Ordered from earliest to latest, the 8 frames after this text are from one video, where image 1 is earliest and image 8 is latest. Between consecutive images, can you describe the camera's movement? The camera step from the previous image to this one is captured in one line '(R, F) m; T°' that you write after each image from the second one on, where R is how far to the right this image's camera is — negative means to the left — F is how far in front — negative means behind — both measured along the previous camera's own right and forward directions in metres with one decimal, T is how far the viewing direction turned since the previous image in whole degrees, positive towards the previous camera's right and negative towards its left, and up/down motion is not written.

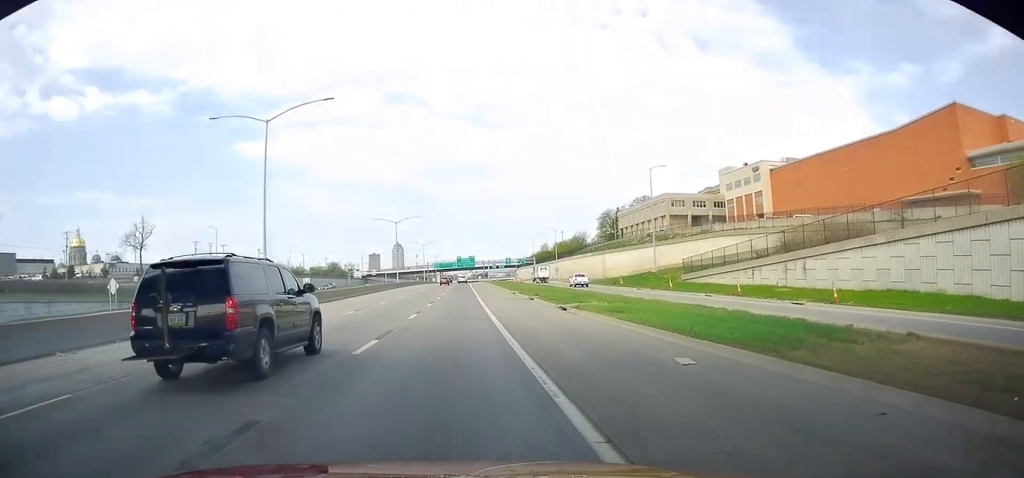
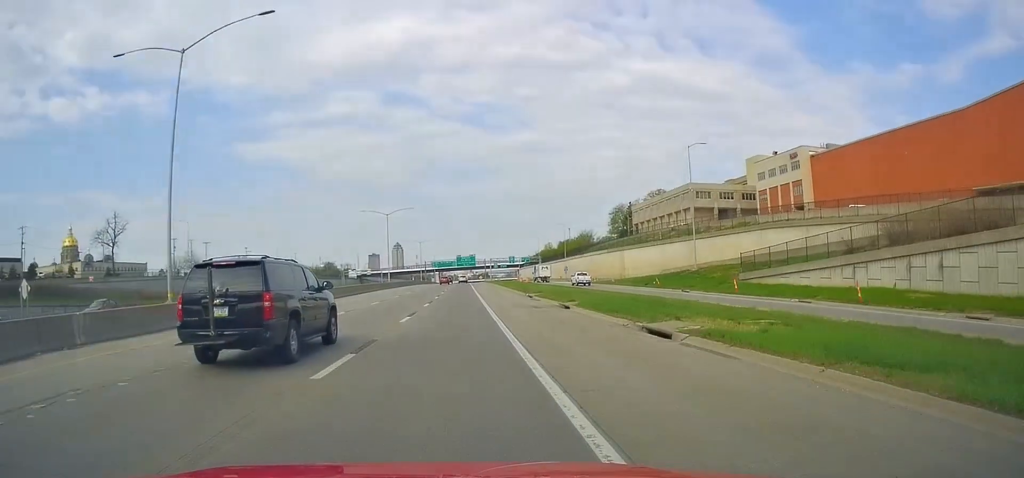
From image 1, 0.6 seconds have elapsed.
(-0.3, +15.5) m; 0°
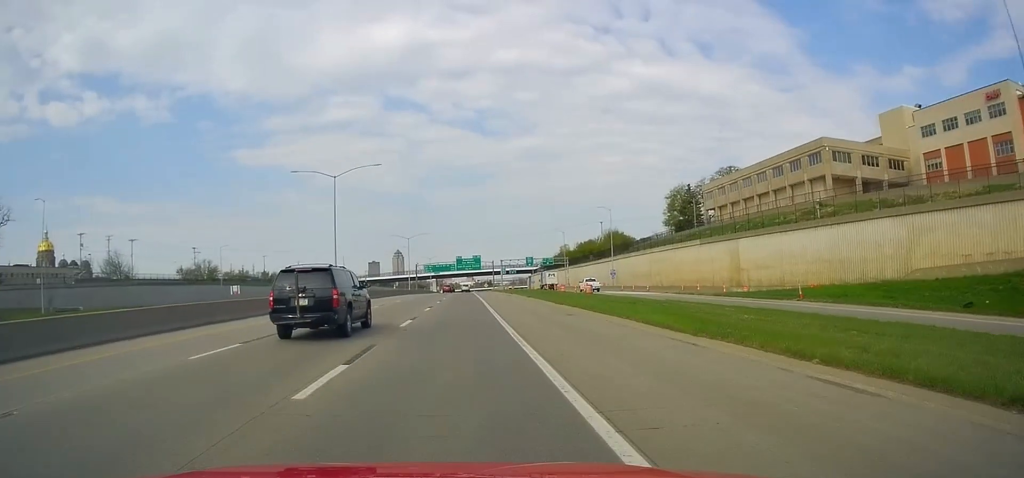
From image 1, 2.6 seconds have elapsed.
(0.0, +51.0) m; 0°
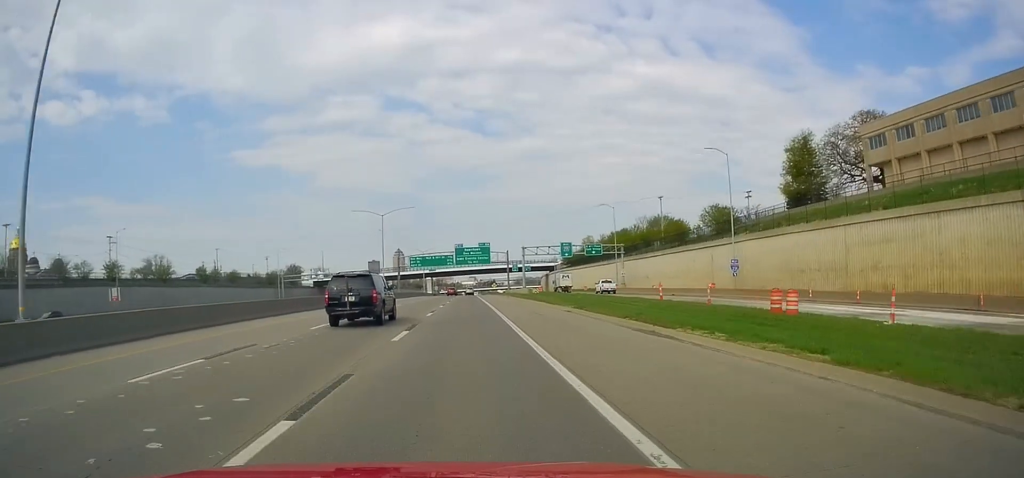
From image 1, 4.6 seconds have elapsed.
(-0.5, +51.5) m; +1°
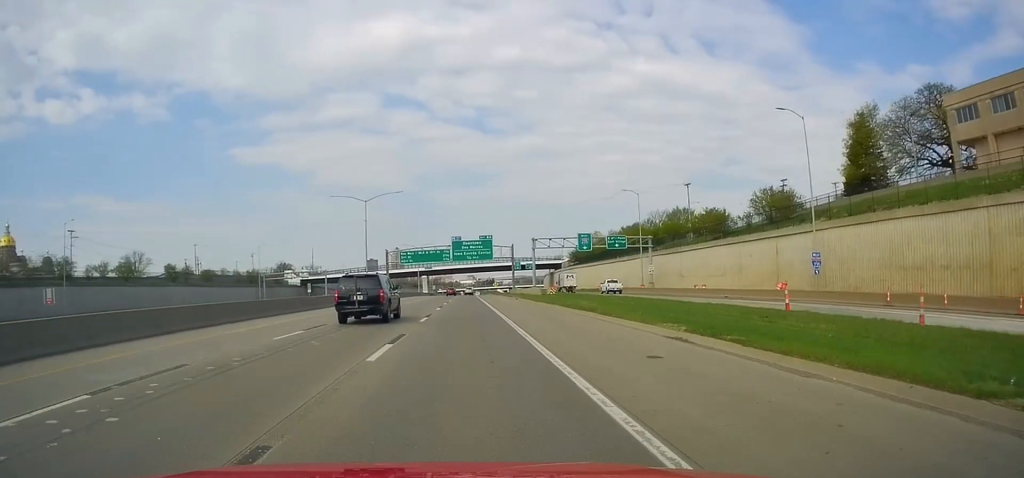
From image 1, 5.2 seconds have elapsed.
(+0.5, +16.1) m; +1°
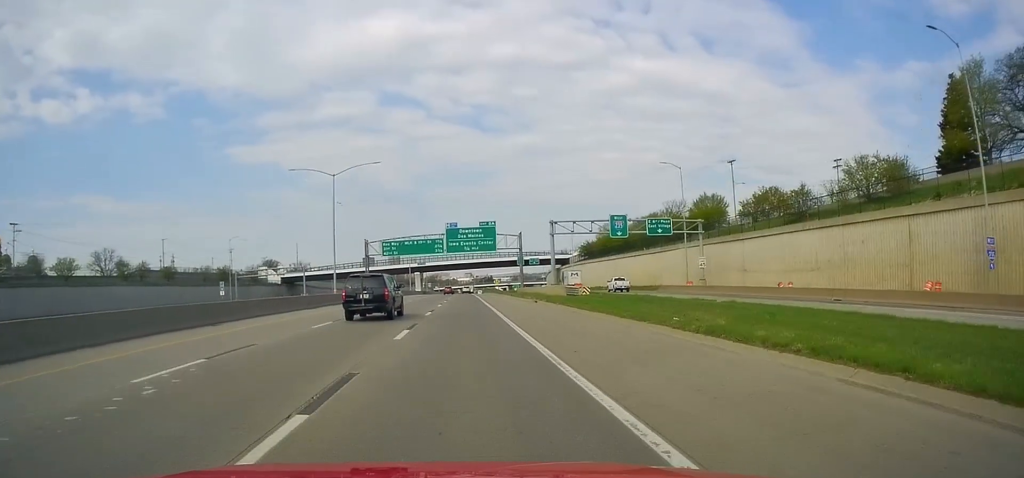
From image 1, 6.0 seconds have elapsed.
(-0.2, +19.3) m; -1°
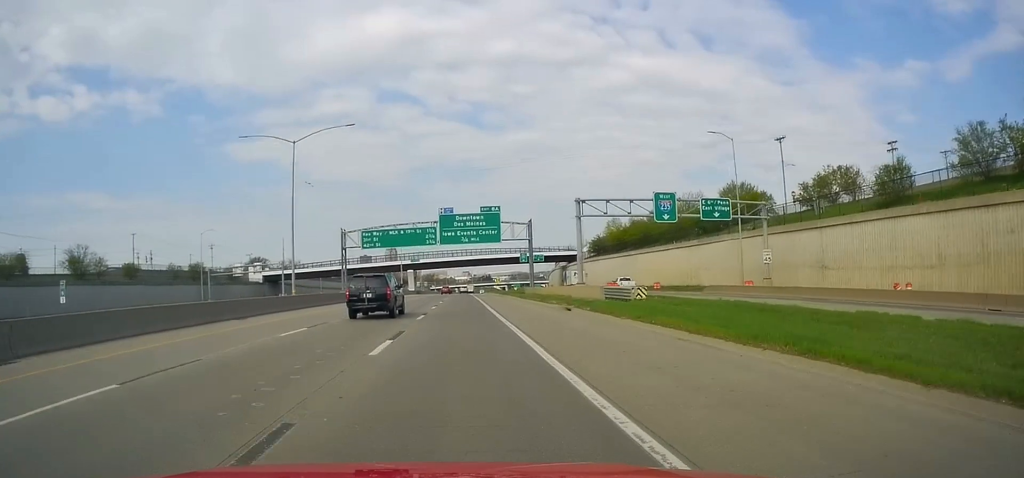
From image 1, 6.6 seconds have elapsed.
(-0.1, +15.4) m; 0°
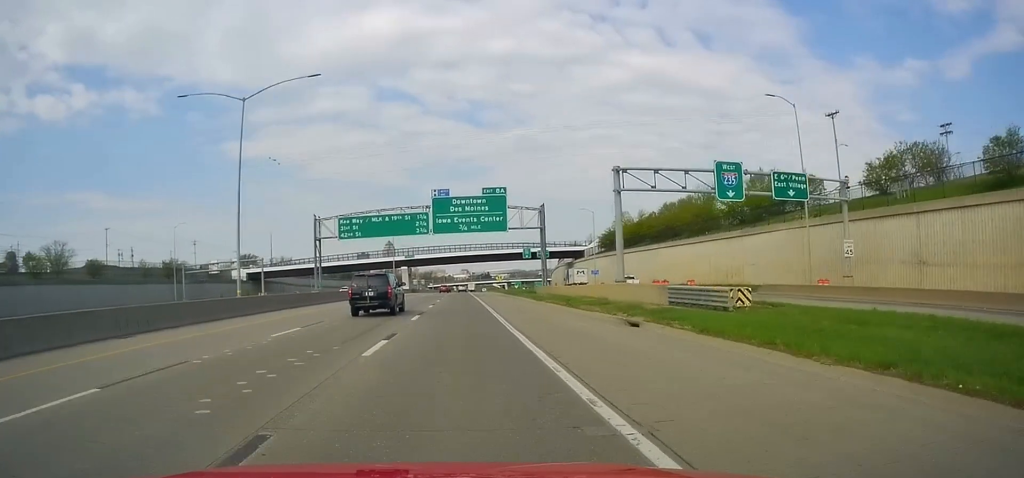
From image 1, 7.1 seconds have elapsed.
(-0.1, +12.4) m; 0°
